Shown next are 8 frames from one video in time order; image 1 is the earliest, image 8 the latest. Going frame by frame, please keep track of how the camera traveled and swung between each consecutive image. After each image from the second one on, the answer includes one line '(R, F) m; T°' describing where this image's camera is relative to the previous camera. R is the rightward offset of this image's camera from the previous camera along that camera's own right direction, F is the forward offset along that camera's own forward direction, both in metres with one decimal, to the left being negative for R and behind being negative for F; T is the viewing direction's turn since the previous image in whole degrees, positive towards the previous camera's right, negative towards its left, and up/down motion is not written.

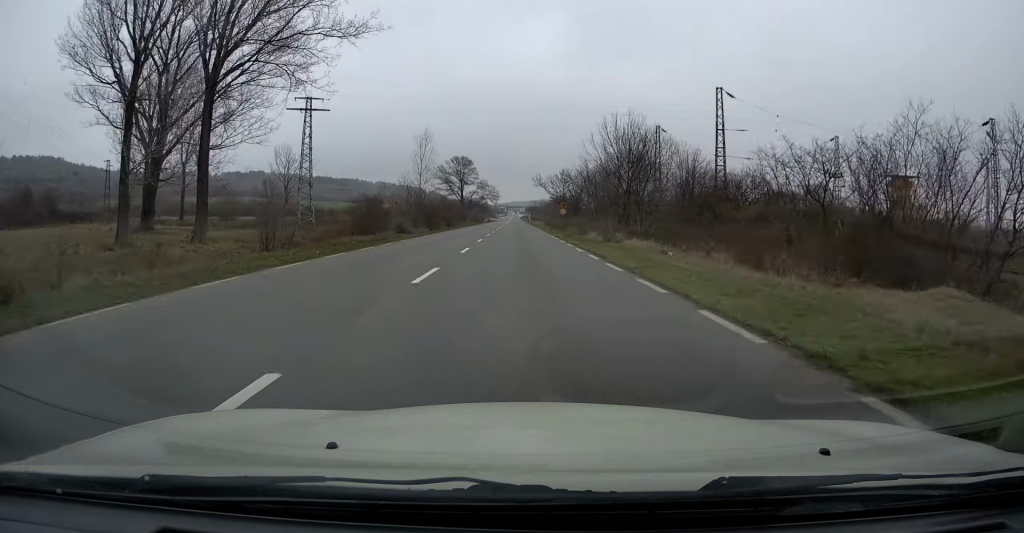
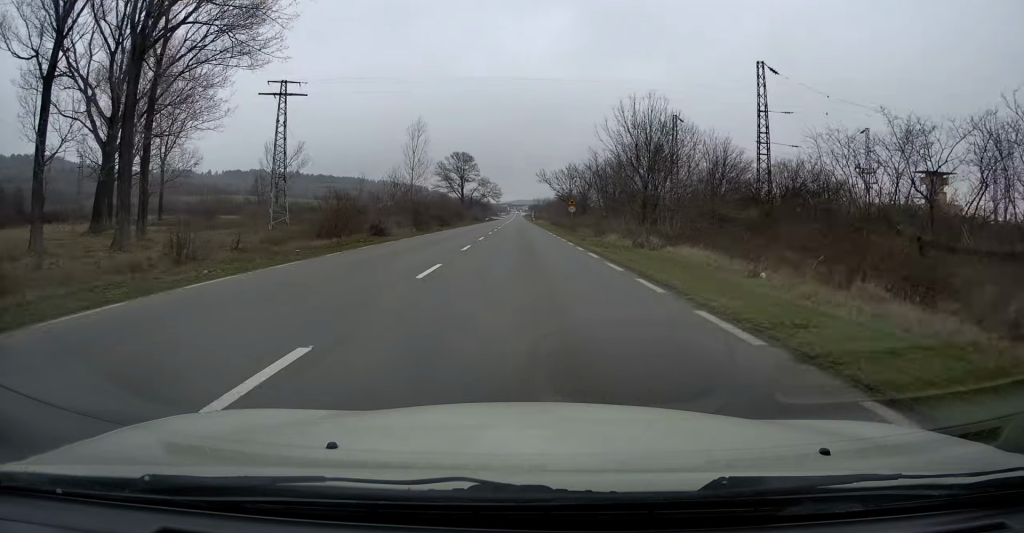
(0.0, +9.3) m; -1°
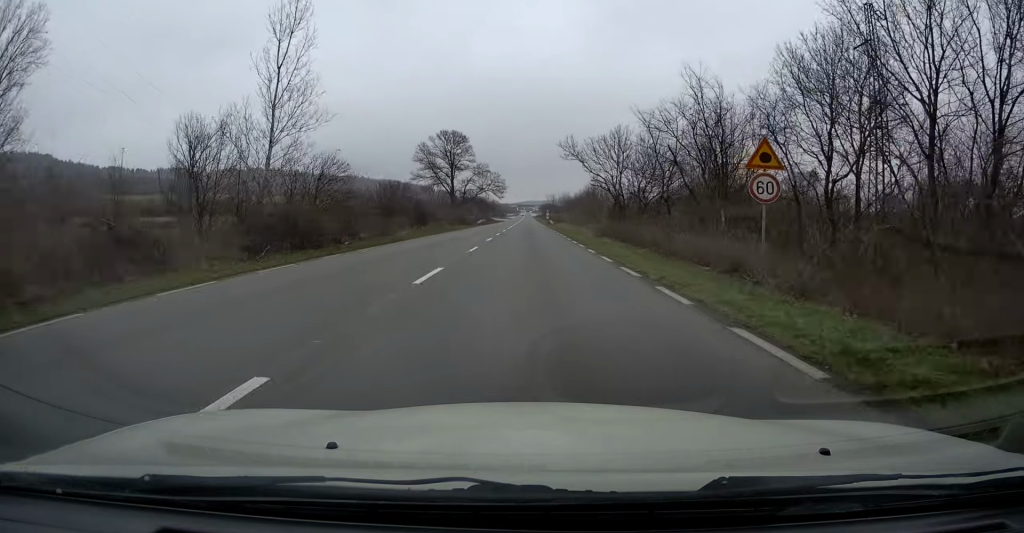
(-0.8, +45.0) m; -1°
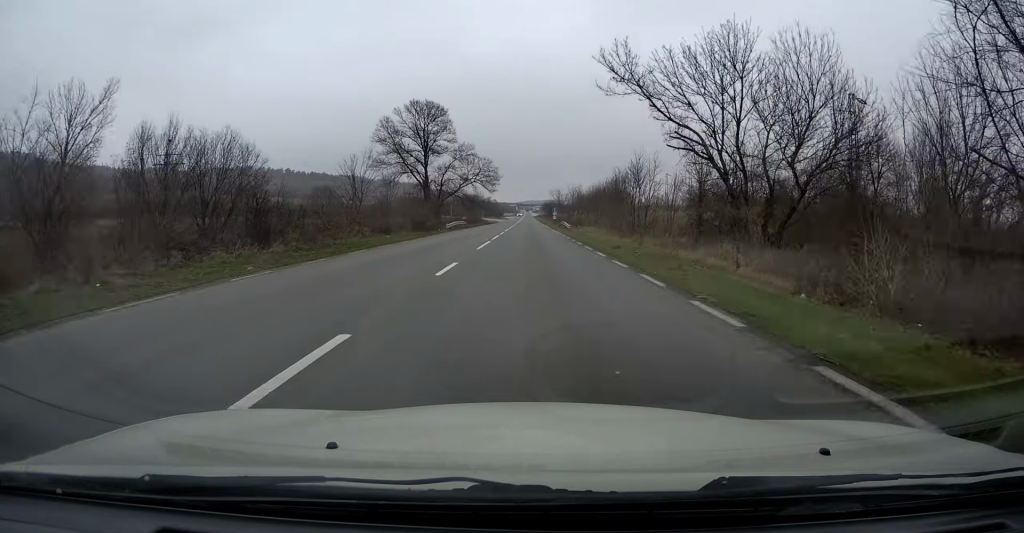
(+0.4, +37.4) m; 0°
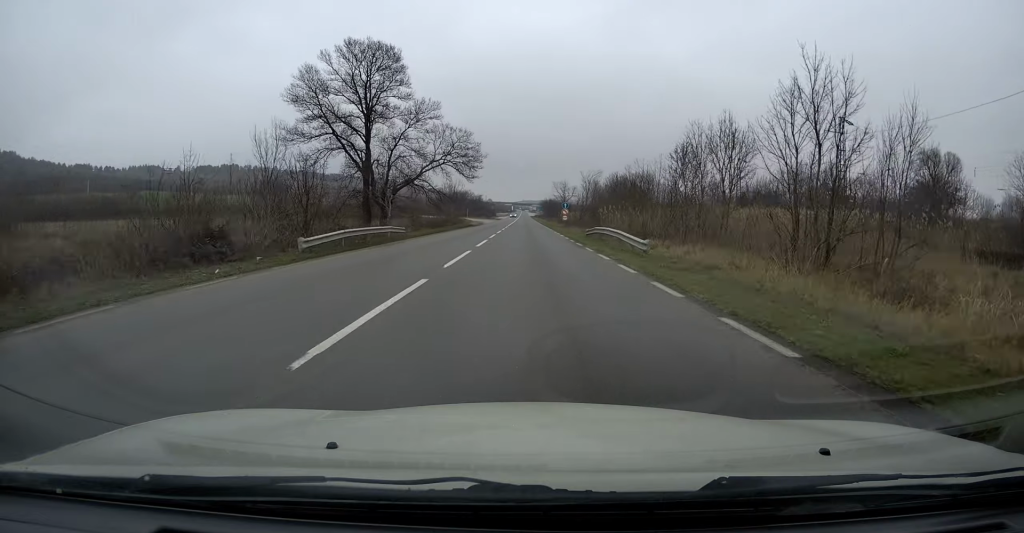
(-0.5, +32.3) m; -1°
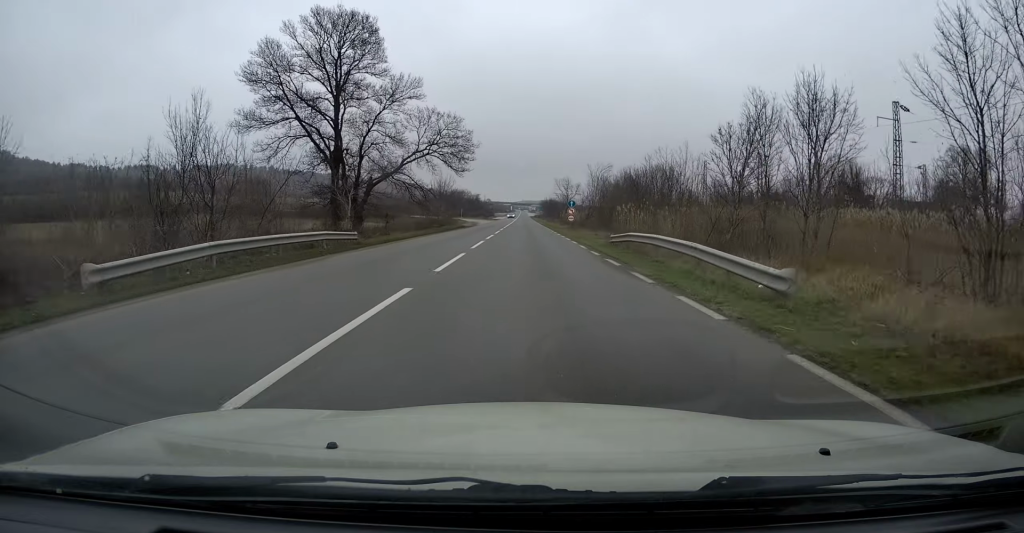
(0.0, +8.9) m; 0°
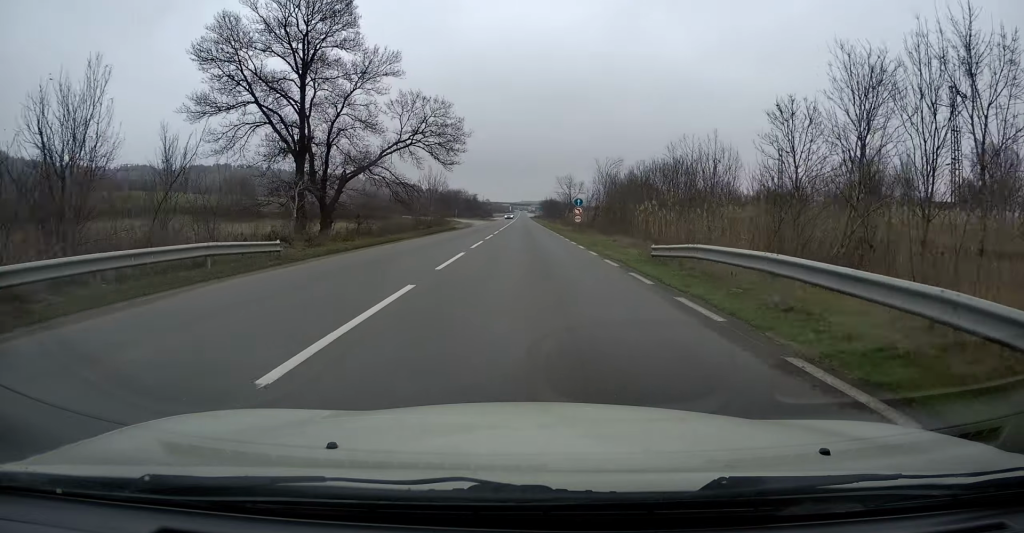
(+0.1, +7.2) m; 0°
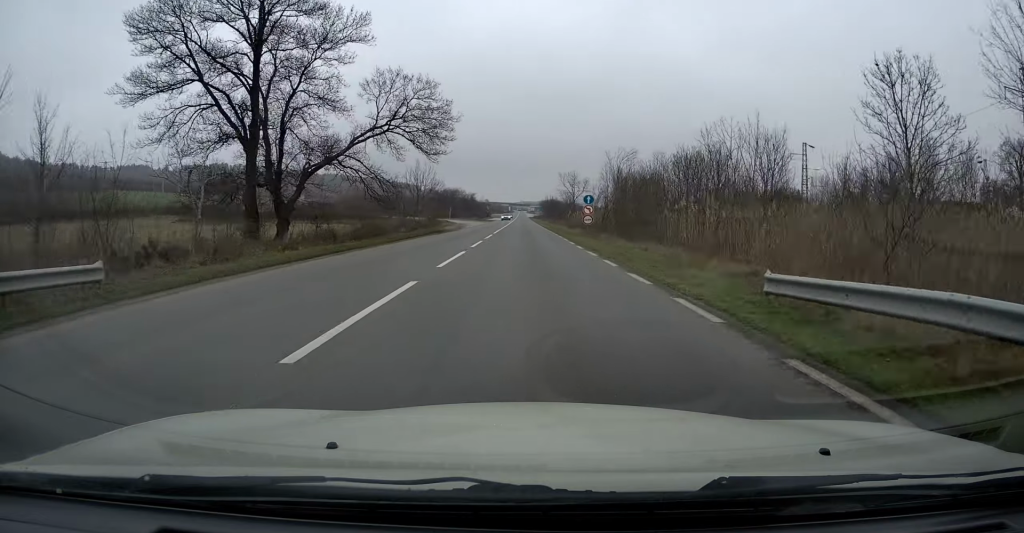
(0.0, +7.3) m; 0°
